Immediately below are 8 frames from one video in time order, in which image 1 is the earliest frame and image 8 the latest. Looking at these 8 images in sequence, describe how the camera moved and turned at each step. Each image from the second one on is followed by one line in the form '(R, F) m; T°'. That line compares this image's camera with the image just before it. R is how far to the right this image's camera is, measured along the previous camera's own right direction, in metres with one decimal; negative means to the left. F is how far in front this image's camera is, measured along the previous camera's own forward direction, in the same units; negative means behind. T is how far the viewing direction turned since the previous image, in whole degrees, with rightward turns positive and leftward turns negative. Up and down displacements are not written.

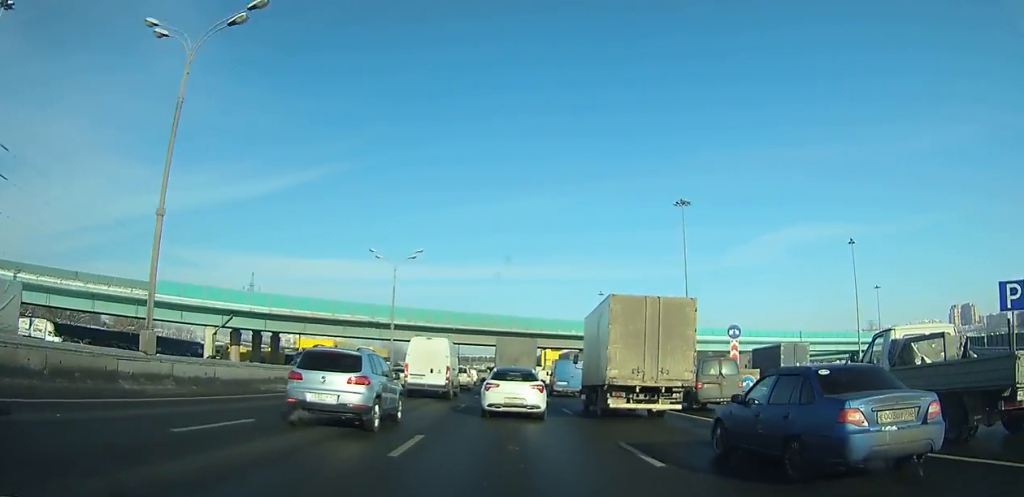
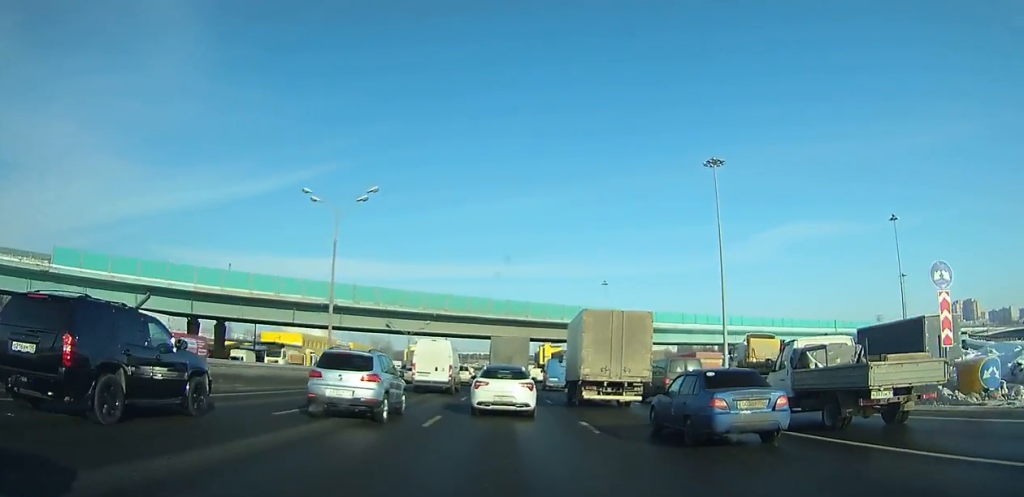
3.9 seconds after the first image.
(+0.1, +18.6) m; 0°
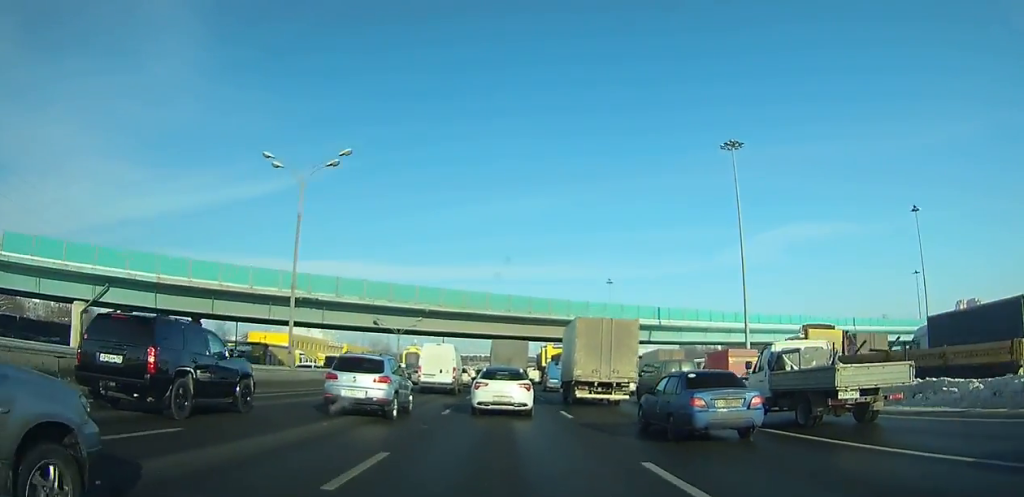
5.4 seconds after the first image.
(0.0, +7.6) m; 0°
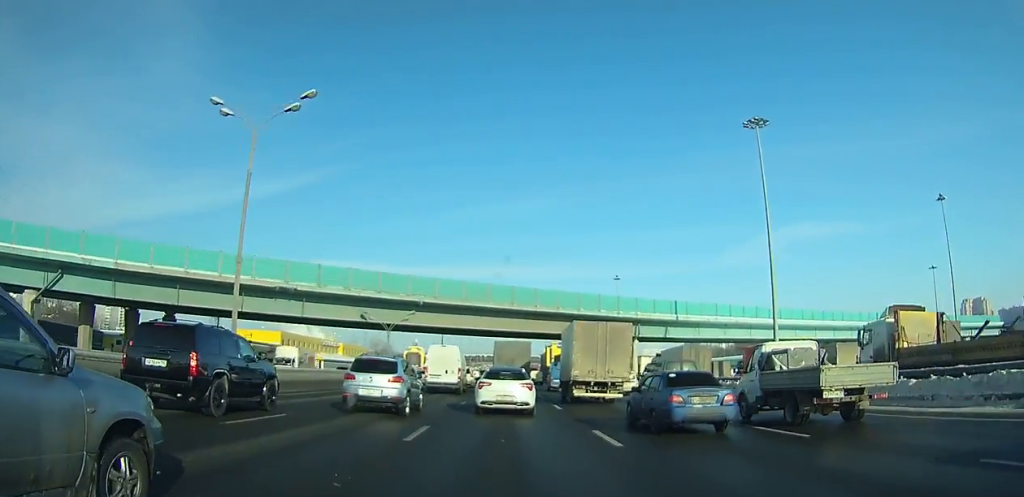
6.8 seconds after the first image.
(0.0, +7.1) m; 0°
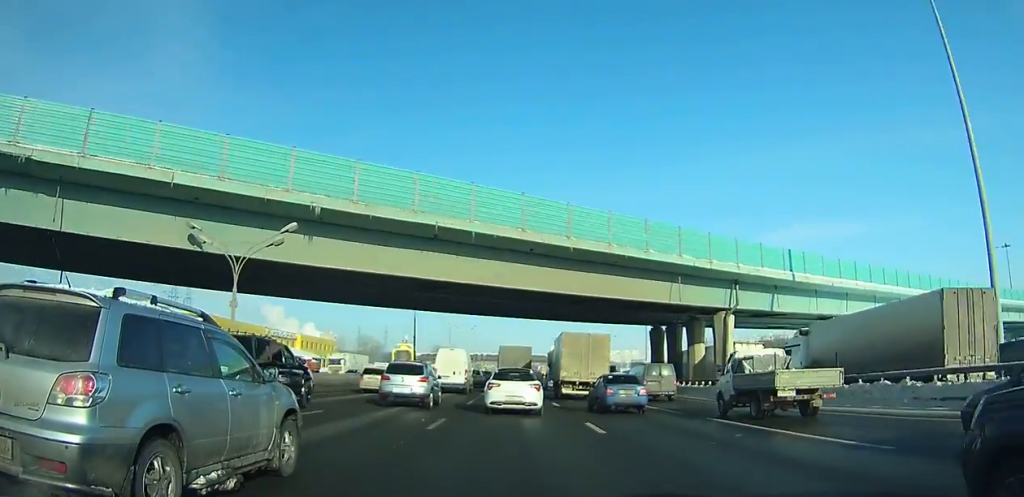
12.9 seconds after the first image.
(-0.1, +31.4) m; 0°
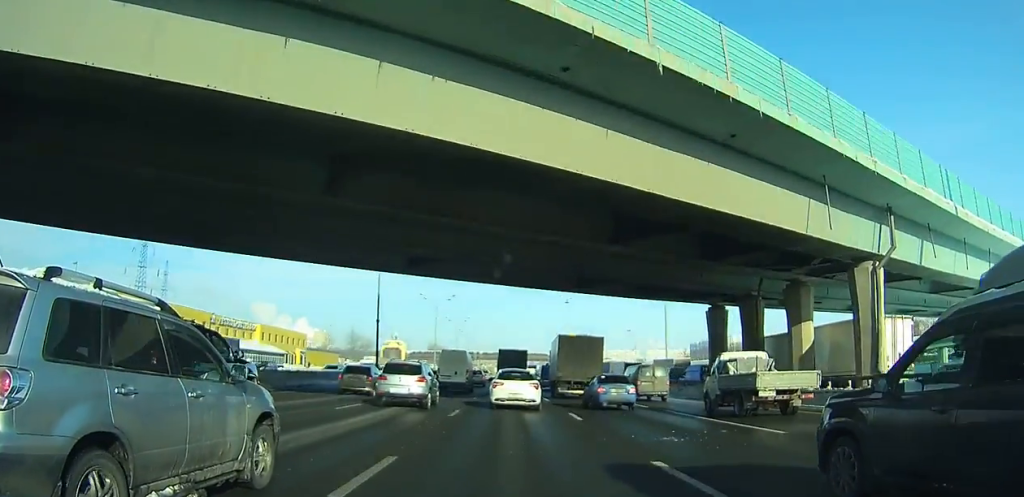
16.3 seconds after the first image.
(0.0, +17.6) m; 0°
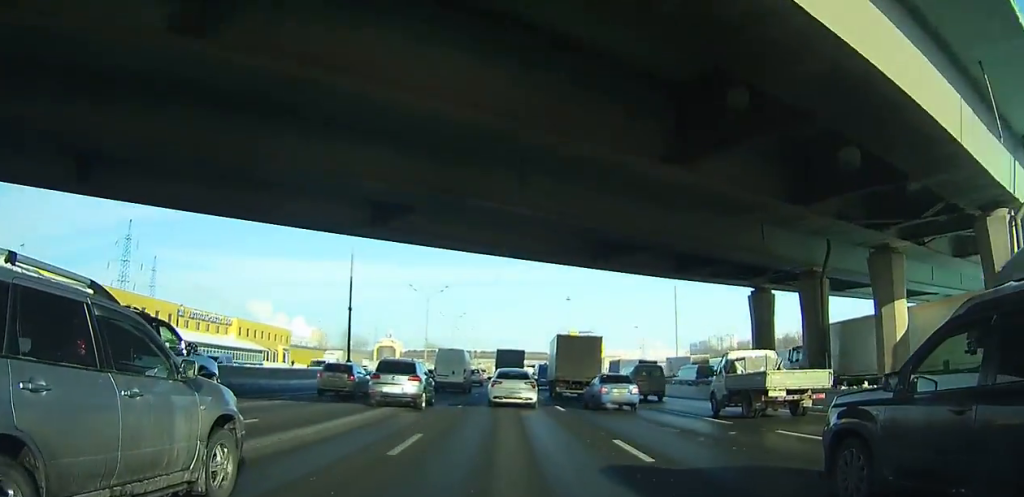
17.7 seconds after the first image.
(0.0, +7.3) m; 0°
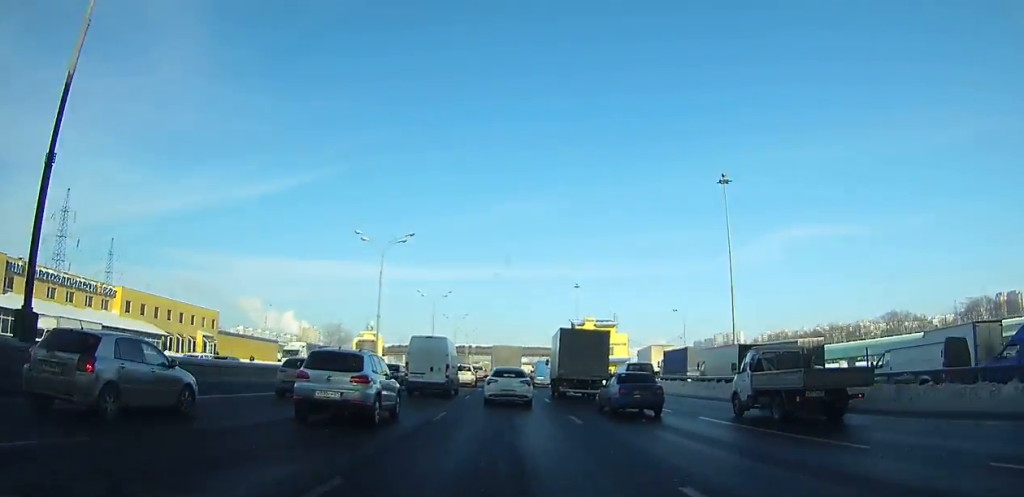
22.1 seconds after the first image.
(0.0, +22.9) m; 0°
